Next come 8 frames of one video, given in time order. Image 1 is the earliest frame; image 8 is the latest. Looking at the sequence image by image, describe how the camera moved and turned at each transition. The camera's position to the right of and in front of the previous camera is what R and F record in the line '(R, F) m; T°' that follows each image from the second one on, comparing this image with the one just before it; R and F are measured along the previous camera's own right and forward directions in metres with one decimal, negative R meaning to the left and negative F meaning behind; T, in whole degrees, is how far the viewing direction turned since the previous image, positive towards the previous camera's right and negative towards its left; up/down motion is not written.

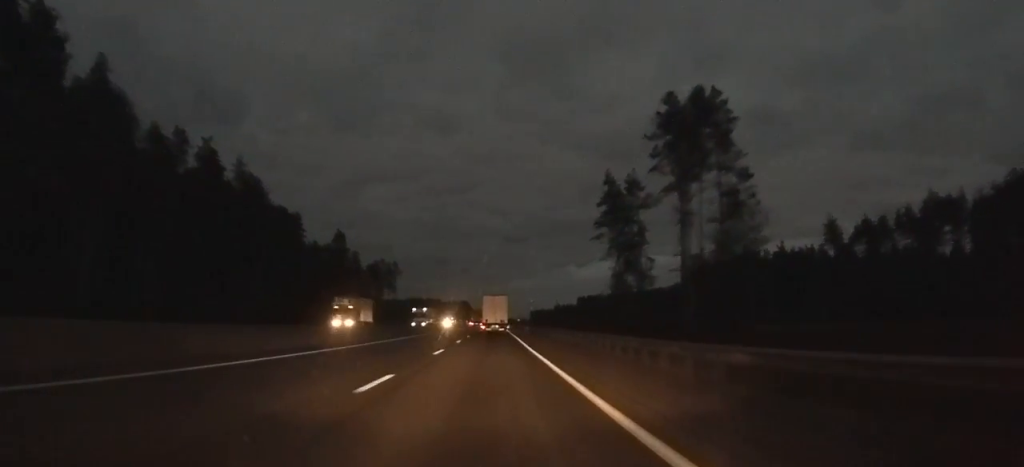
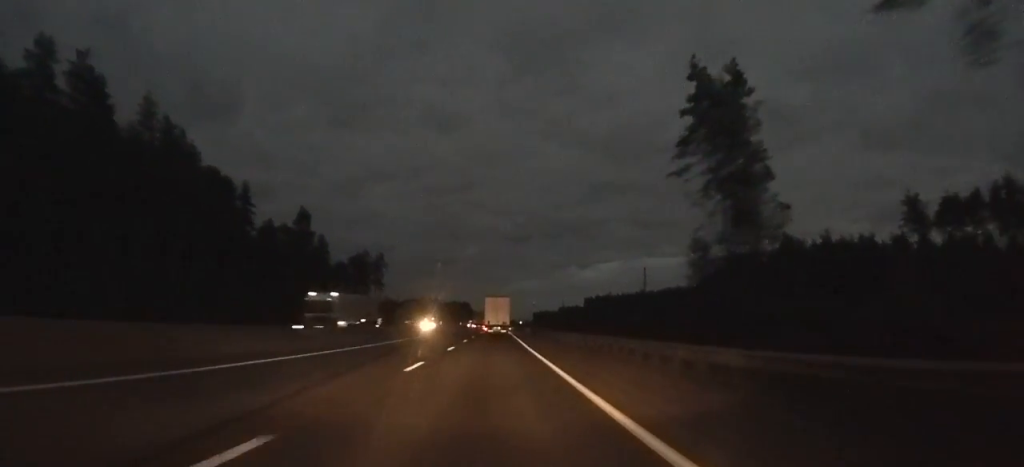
(-0.1, +30.9) m; 0°
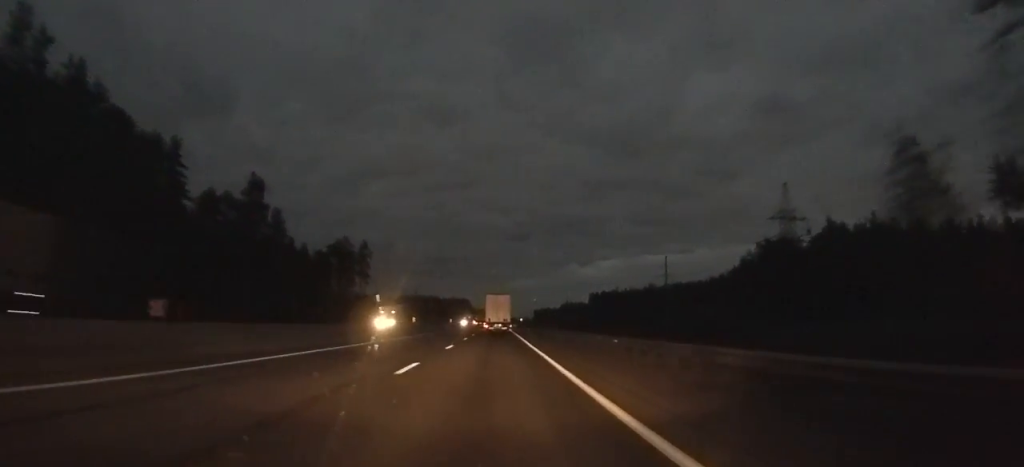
(0.0, +25.5) m; 0°
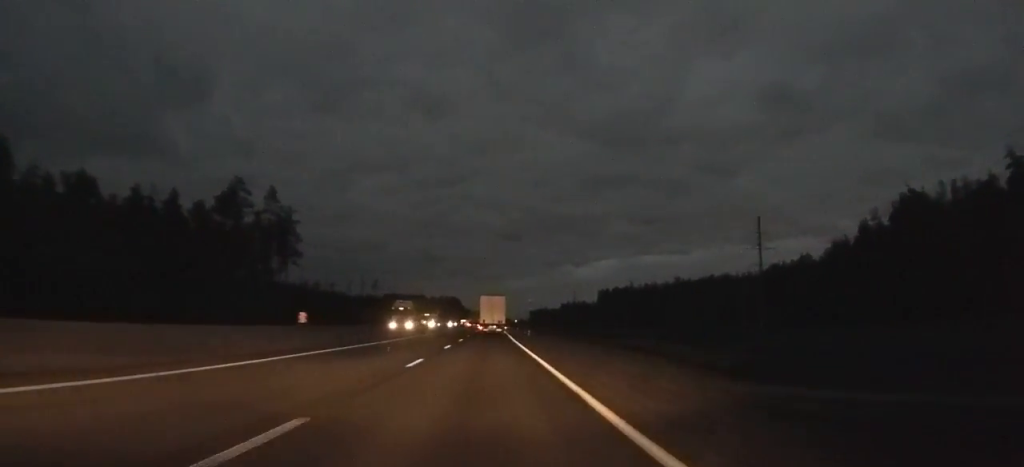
(+0.3, +68.6) m; +1°
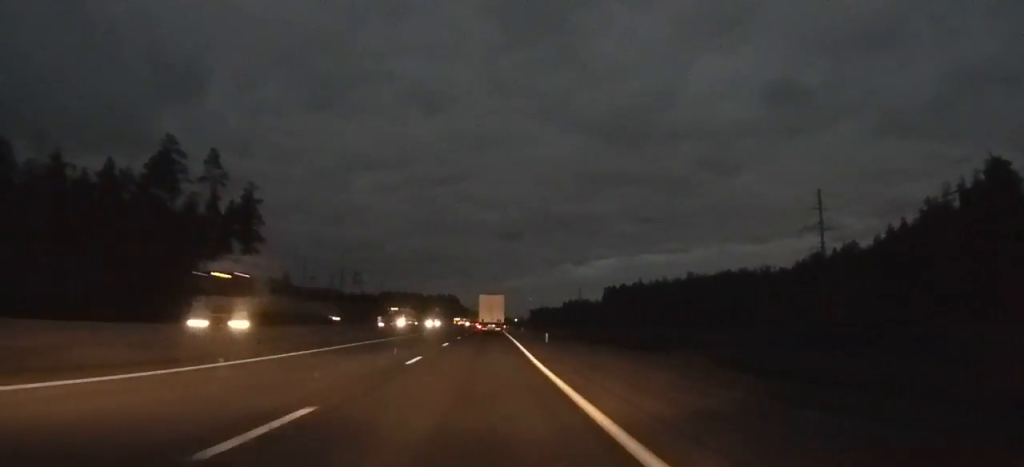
(+0.2, +23.0) m; 0°
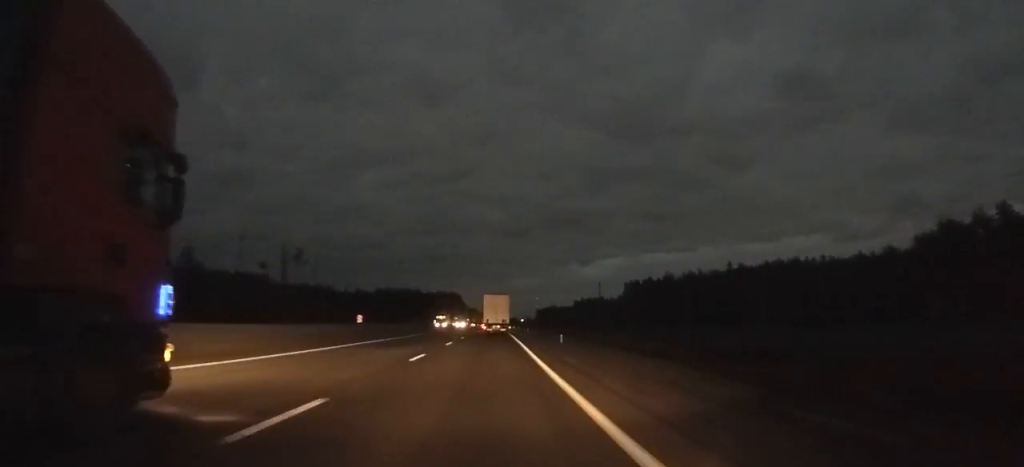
(+0.1, +47.6) m; 0°
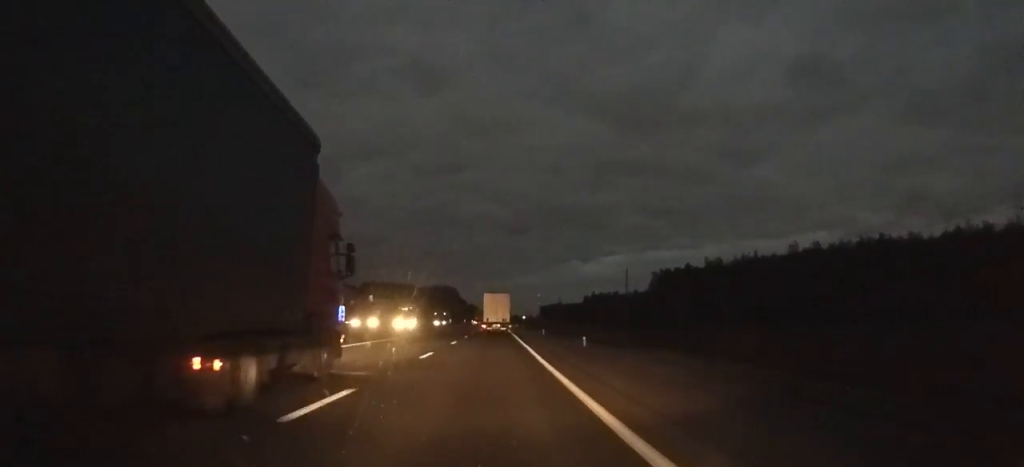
(-0.6, +59.1) m; -1°
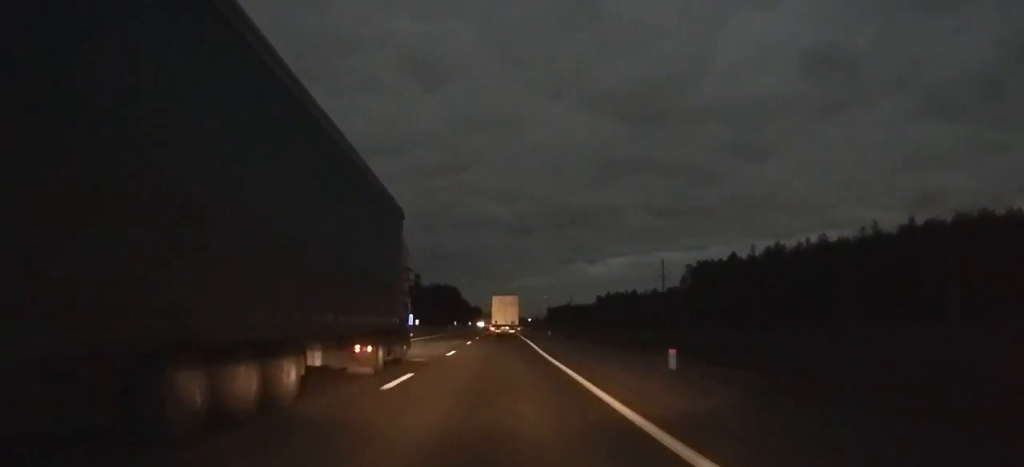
(-0.1, +44.5) m; 0°
